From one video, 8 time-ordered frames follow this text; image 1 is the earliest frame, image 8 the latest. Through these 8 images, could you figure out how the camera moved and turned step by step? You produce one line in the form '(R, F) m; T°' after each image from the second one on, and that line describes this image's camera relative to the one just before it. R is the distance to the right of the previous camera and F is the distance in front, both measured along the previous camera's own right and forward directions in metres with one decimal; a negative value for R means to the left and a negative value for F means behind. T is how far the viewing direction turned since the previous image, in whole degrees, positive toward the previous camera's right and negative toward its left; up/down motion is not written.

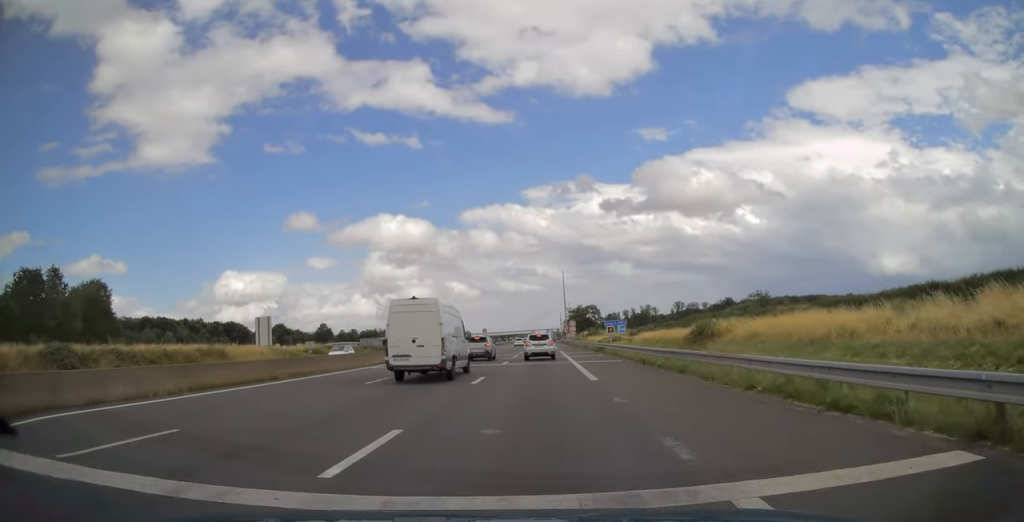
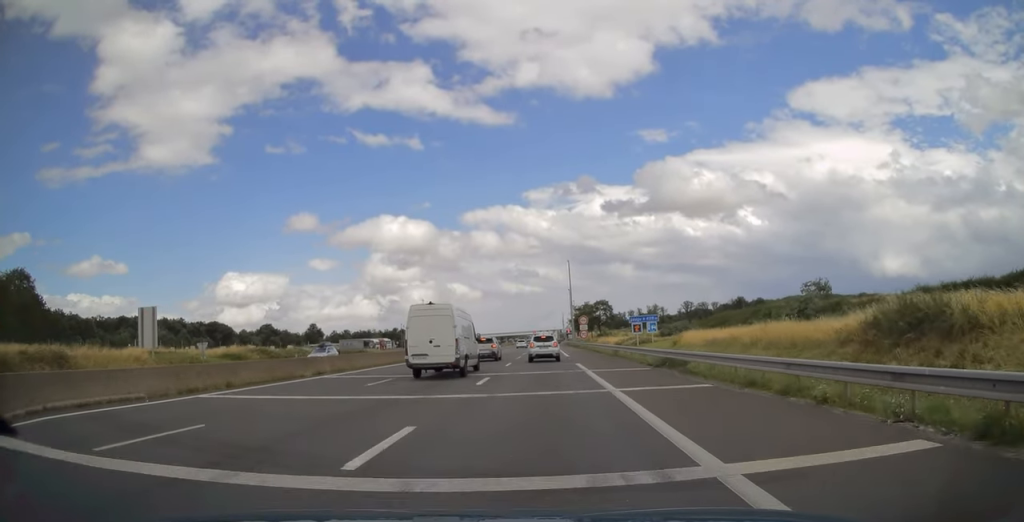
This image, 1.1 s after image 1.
(+0.3, +25.9) m; 0°
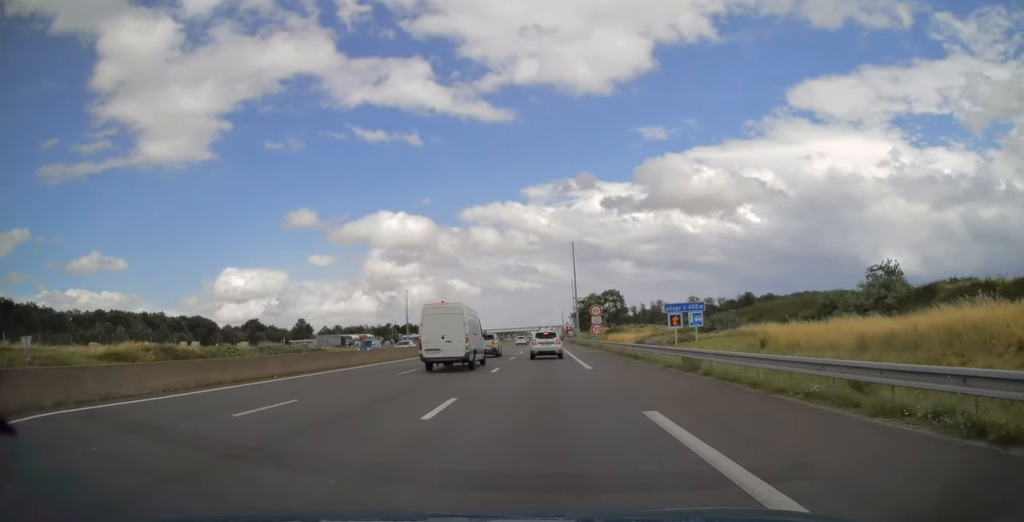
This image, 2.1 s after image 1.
(-0.1, +21.0) m; 0°
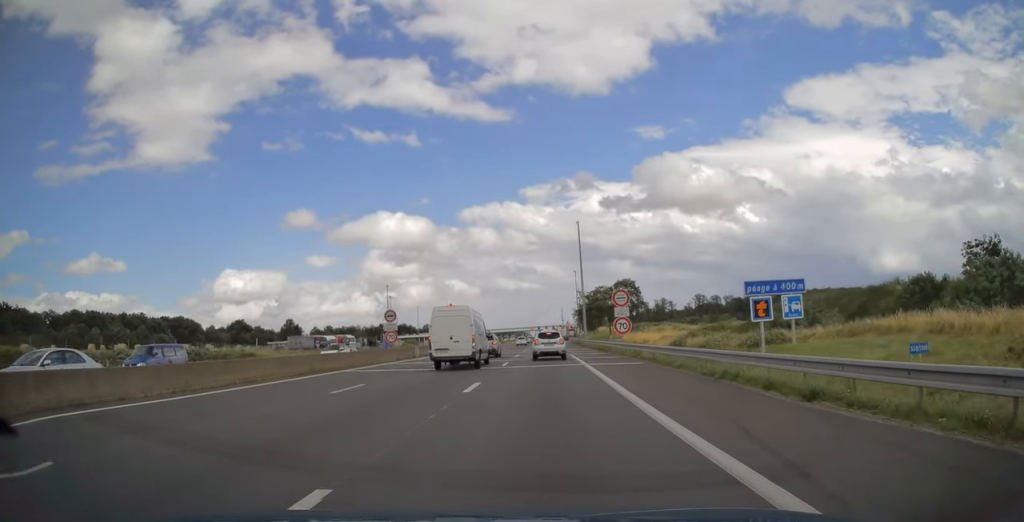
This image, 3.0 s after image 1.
(0.0, +20.2) m; 0°
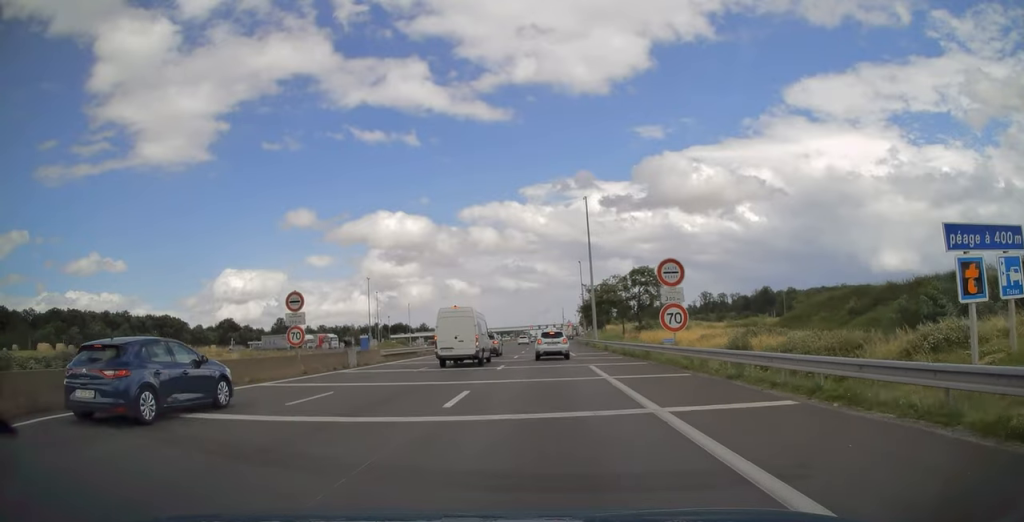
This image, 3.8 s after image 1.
(+0.1, +16.3) m; 0°
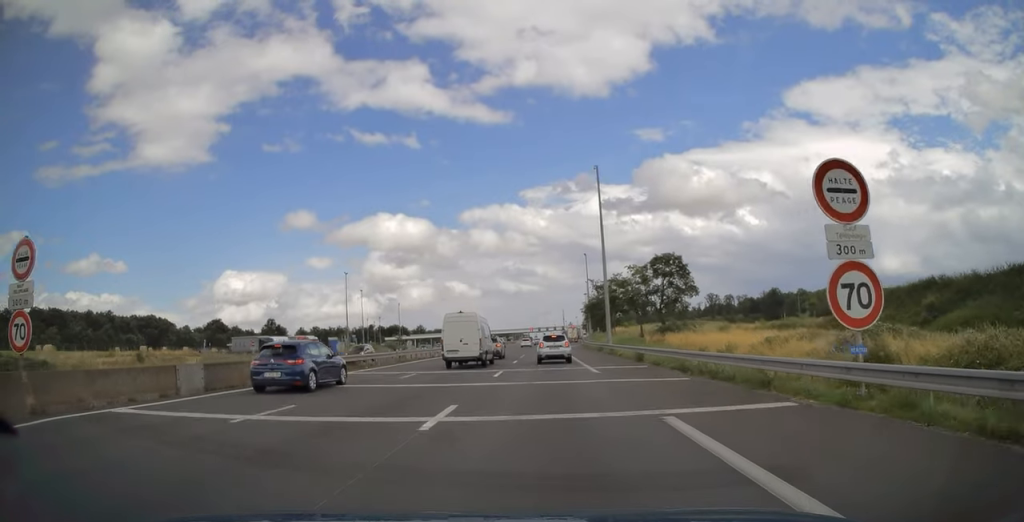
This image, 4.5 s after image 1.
(-0.1, +15.3) m; 0°
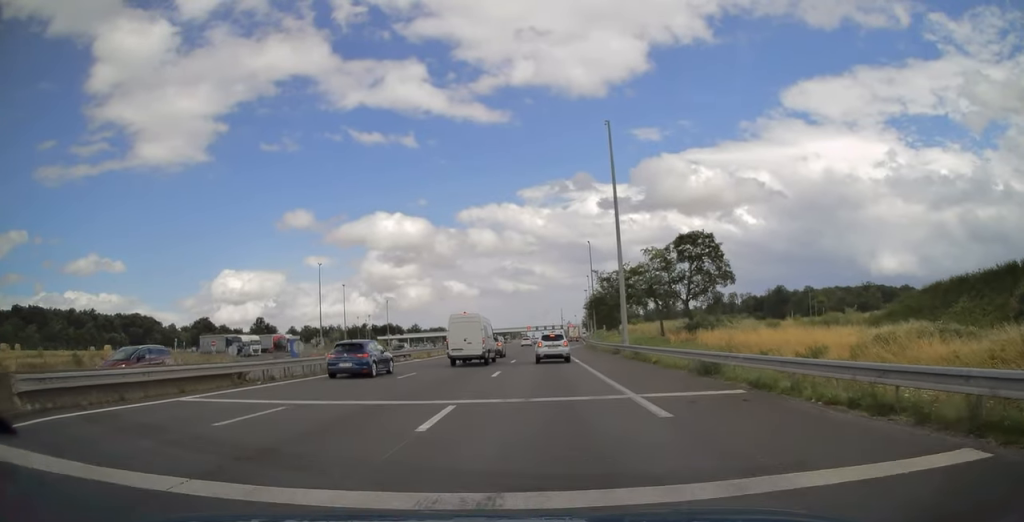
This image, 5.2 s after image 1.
(0.0, +13.1) m; 0°
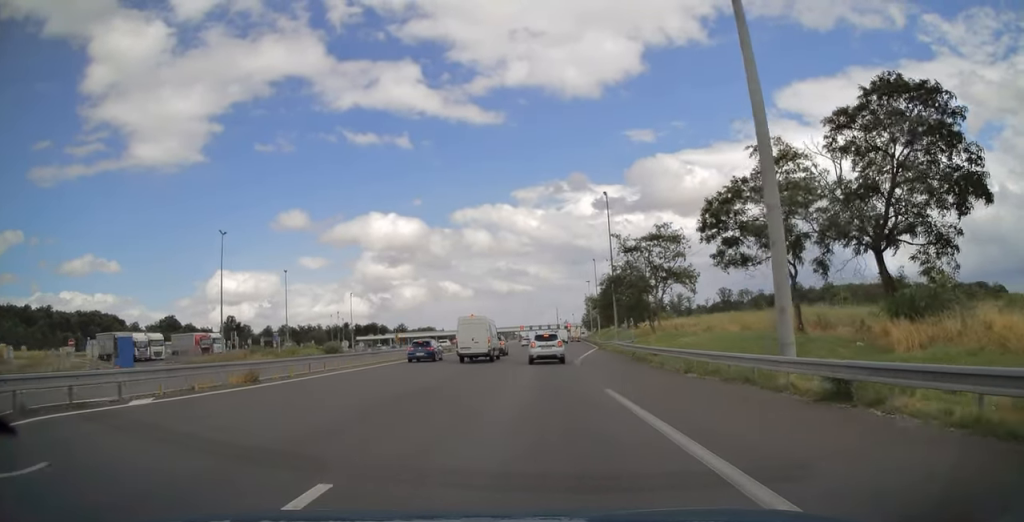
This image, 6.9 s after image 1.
(+0.4, +32.1) m; +1°
